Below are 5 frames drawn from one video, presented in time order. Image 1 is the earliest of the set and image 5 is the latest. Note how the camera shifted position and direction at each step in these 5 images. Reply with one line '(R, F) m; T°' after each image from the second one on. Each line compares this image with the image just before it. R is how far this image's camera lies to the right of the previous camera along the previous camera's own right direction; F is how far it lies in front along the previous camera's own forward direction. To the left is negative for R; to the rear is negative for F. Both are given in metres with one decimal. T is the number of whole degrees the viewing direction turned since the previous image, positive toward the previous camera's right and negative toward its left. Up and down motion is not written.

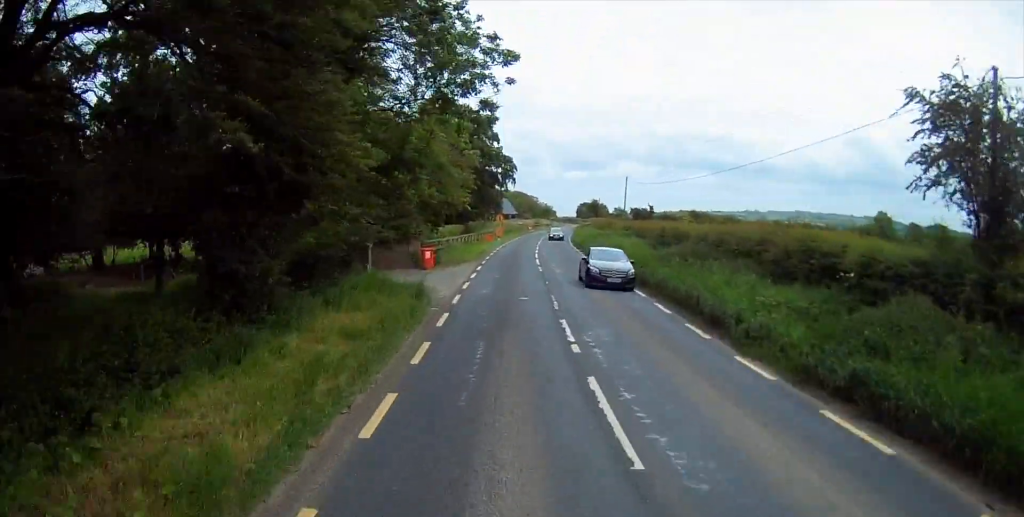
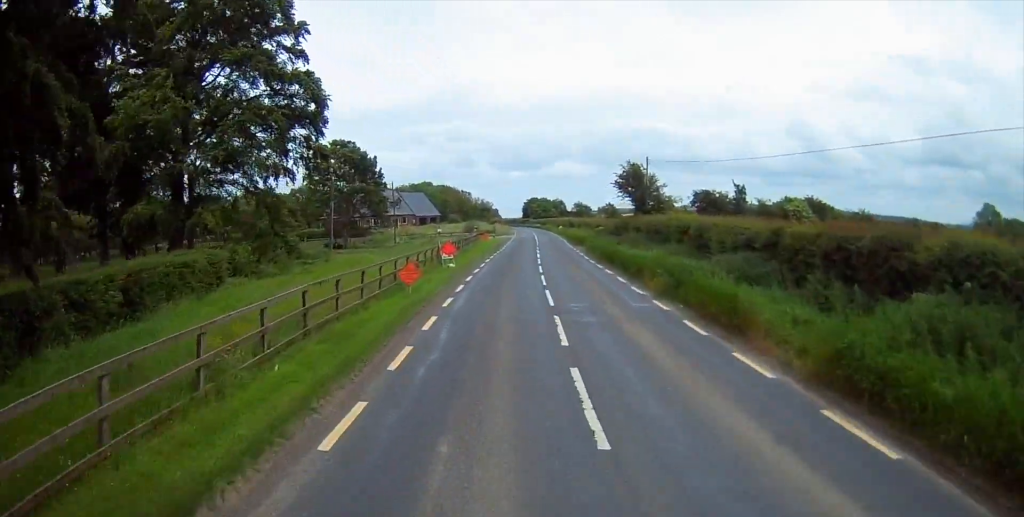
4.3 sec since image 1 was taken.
(+4.7, +86.3) m; +6°
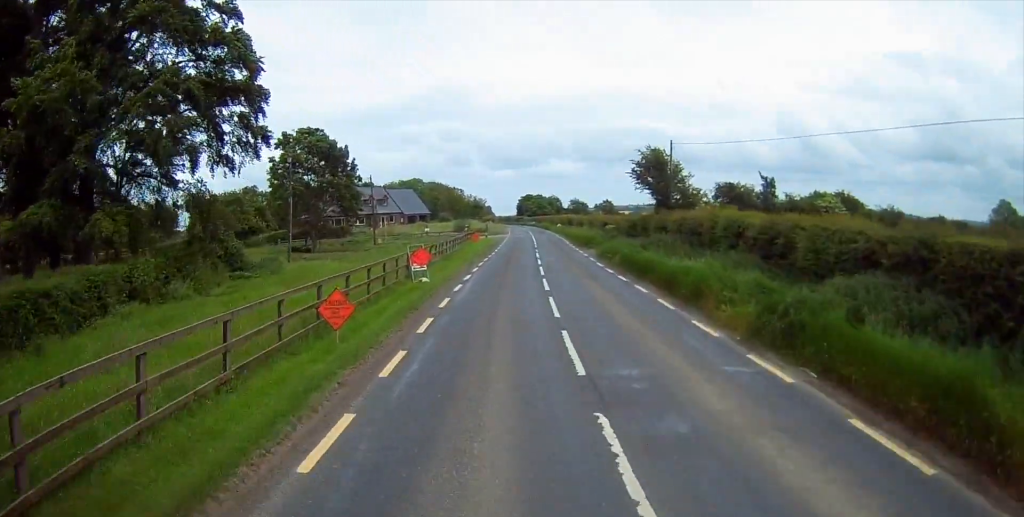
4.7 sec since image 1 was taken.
(0.0, +8.7) m; +1°
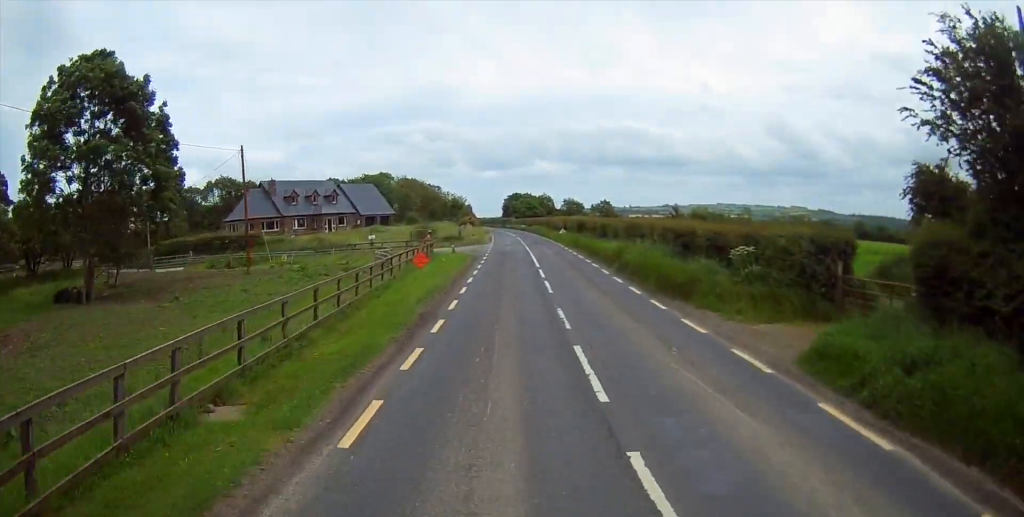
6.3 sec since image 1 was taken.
(+0.8, +30.5) m; +2°
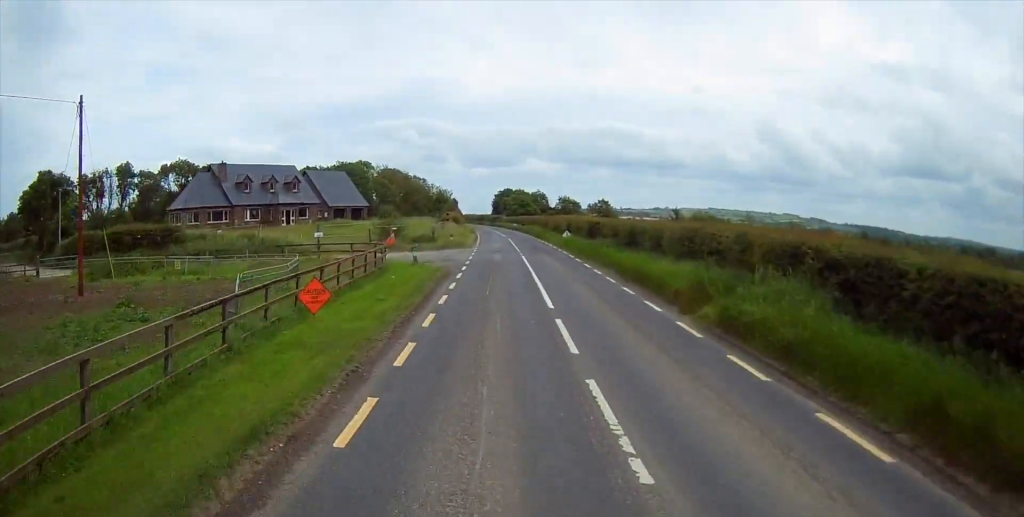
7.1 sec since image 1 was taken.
(0.0, +15.8) m; 0°
